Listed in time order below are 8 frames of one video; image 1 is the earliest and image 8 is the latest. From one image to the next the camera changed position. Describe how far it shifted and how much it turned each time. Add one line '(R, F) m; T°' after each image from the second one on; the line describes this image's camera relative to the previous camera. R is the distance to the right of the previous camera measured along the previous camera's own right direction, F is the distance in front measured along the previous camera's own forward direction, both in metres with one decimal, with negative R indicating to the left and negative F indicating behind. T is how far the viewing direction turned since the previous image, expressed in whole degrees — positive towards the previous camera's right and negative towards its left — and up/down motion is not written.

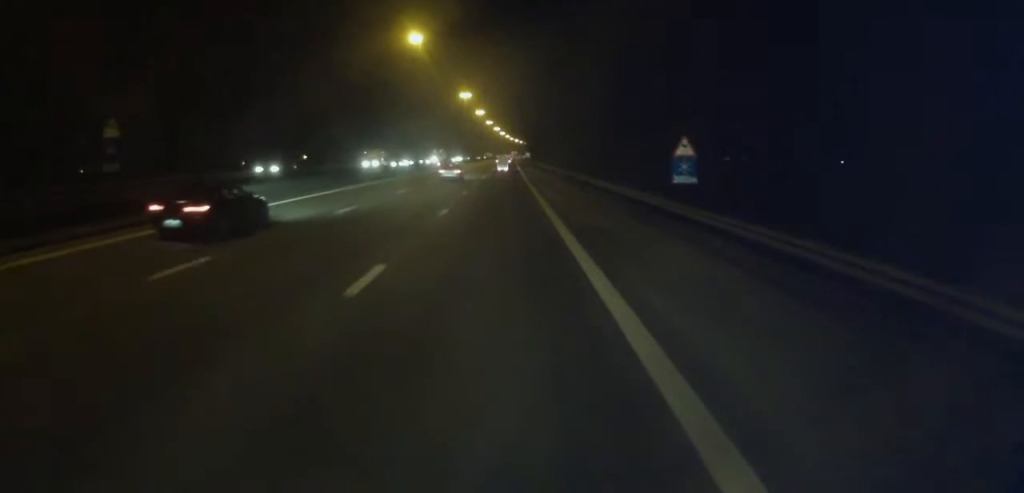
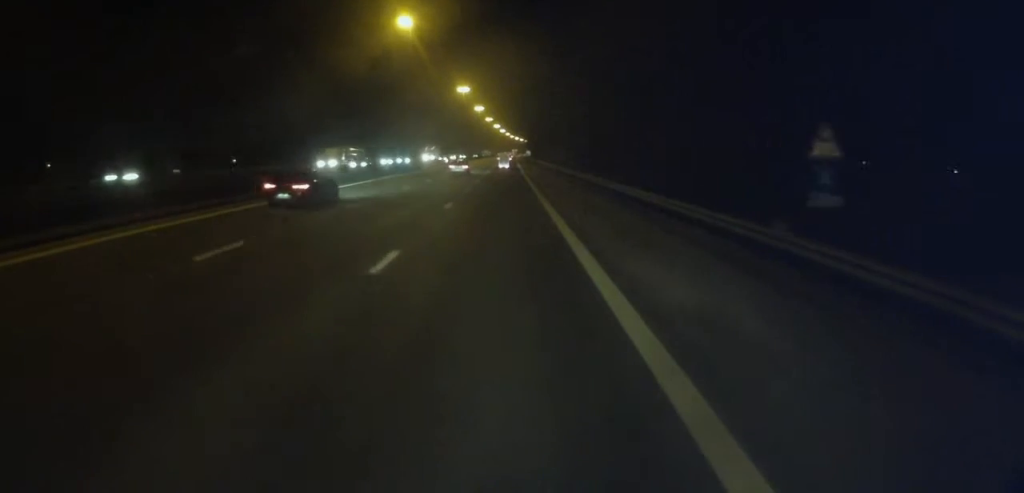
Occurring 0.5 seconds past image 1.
(0.0, +11.0) m; 0°
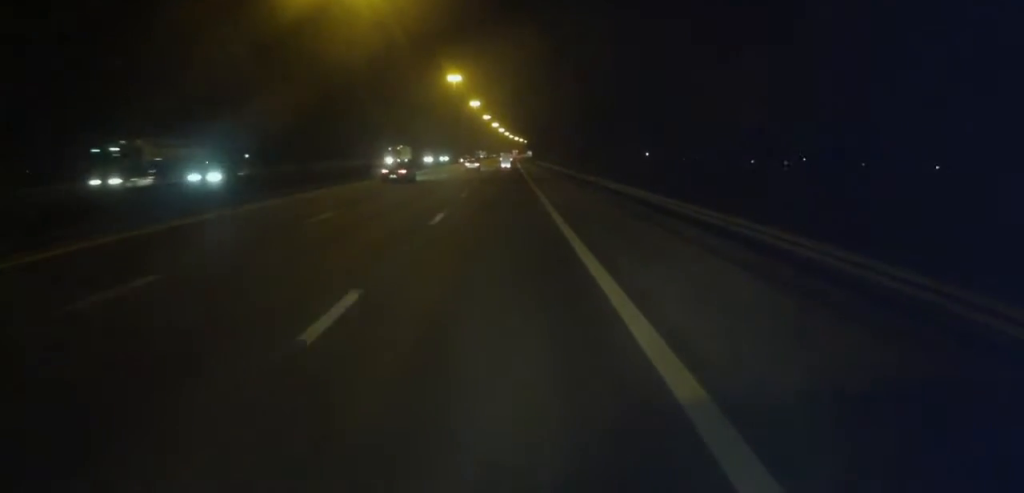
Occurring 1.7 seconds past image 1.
(0.0, +29.1) m; 0°
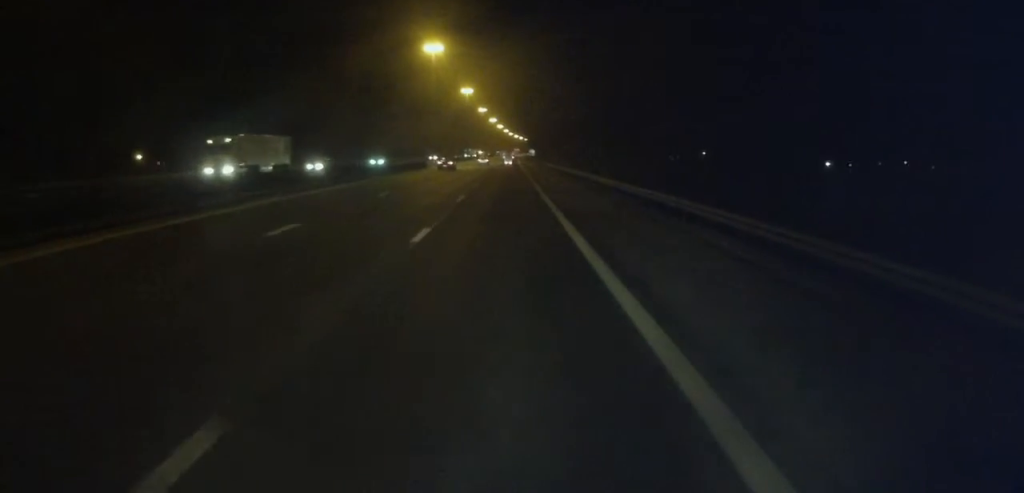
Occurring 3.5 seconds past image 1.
(-0.3, +42.5) m; 0°
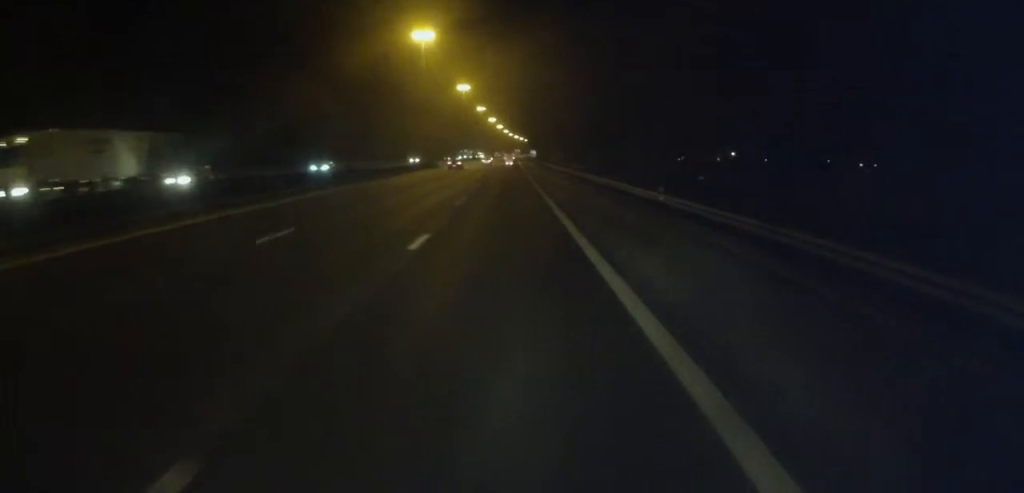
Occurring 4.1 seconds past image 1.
(+0.3, +13.4) m; 0°
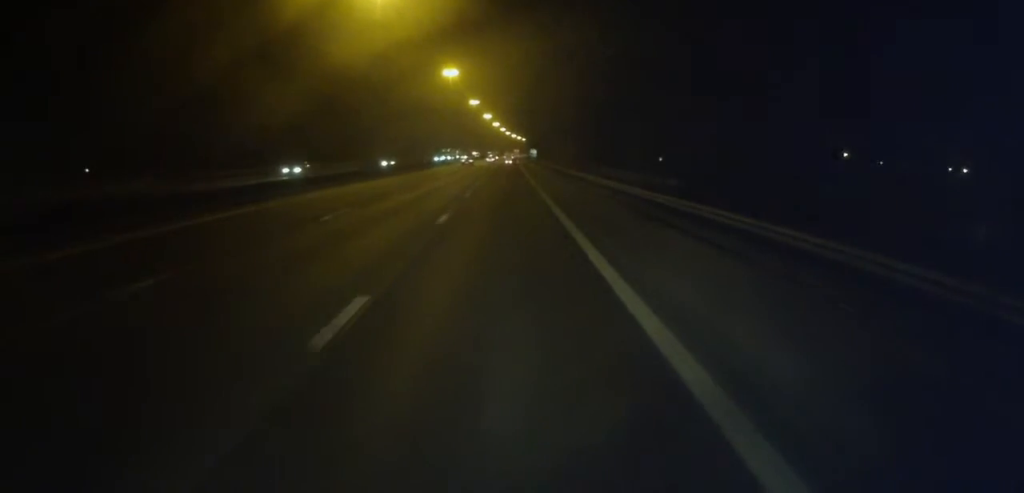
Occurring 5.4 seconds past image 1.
(-0.1, +32.3) m; -1°
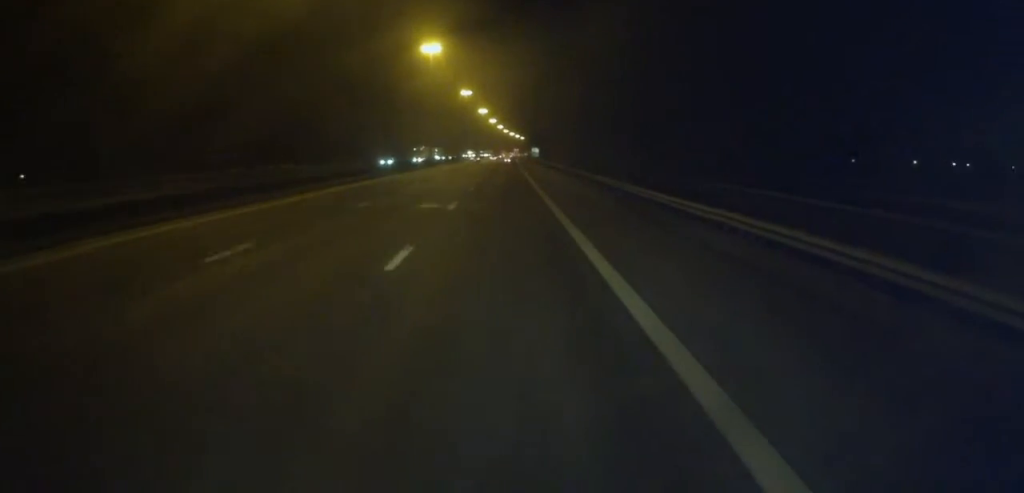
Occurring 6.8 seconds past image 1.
(0.0, +33.1) m; 0°
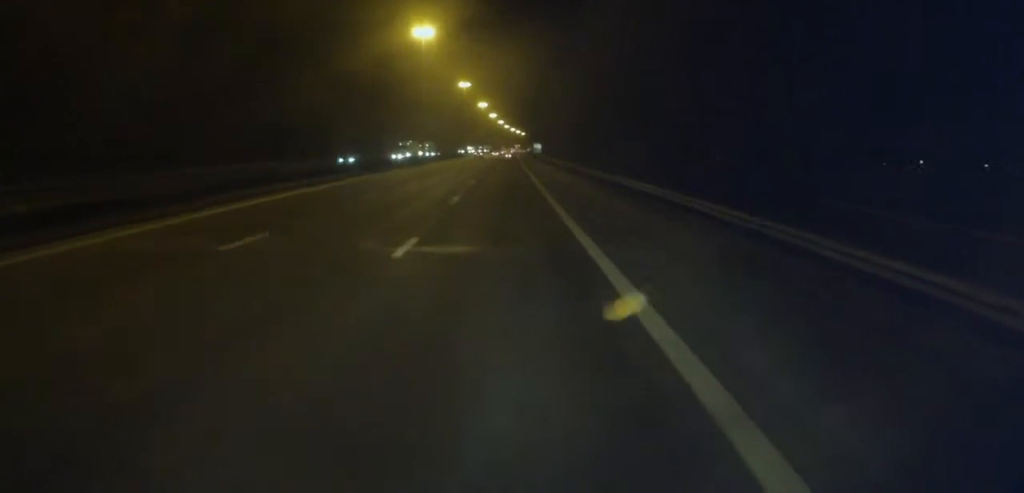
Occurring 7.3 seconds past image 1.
(-0.1, +11.8) m; 0°
